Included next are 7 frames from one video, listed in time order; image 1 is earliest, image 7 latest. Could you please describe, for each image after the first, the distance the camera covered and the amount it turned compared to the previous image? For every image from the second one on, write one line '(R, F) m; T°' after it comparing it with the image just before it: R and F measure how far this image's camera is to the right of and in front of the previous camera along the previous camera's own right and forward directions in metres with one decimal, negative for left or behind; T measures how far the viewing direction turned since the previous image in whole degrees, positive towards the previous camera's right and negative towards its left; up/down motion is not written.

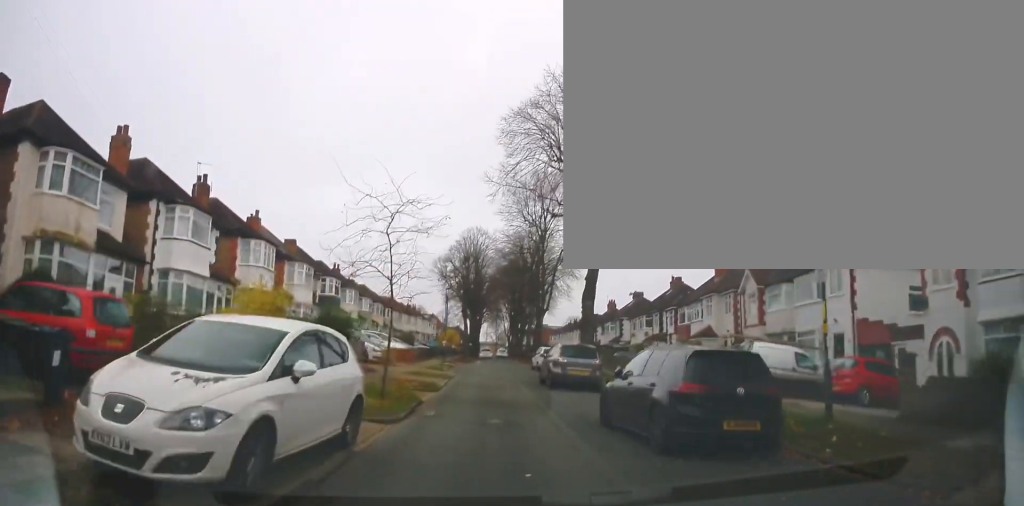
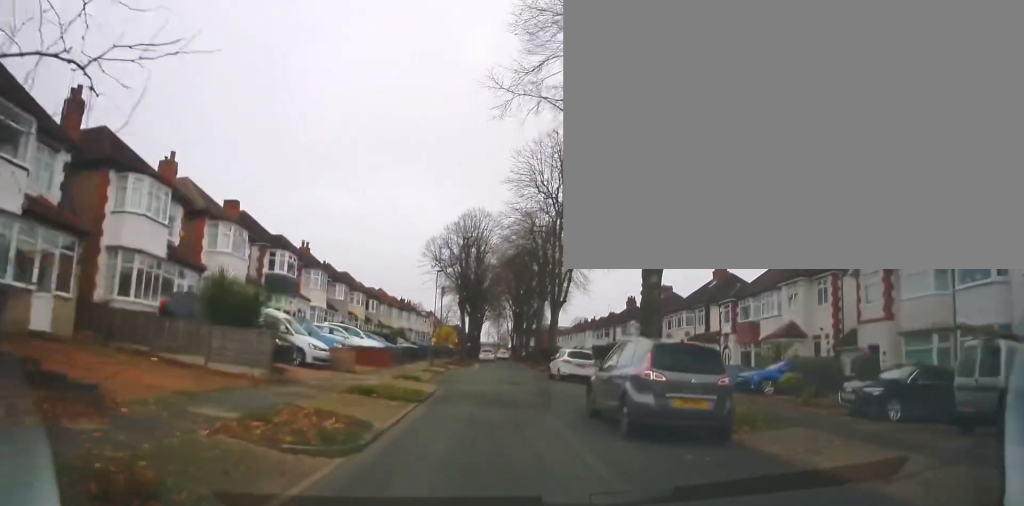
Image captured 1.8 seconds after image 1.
(+1.7, +12.1) m; +8°
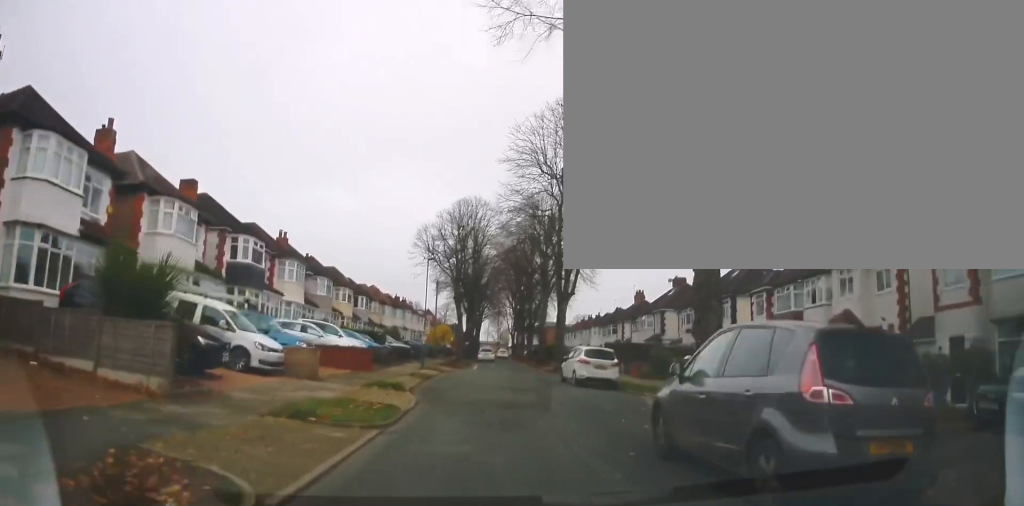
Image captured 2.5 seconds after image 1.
(0.0, +5.3) m; -5°
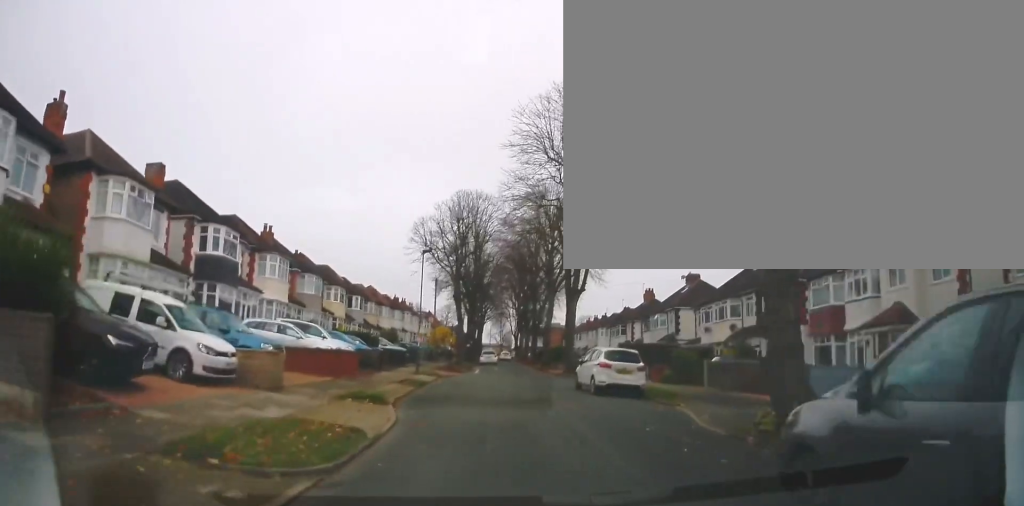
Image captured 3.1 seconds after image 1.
(0.0, +3.6) m; -3°
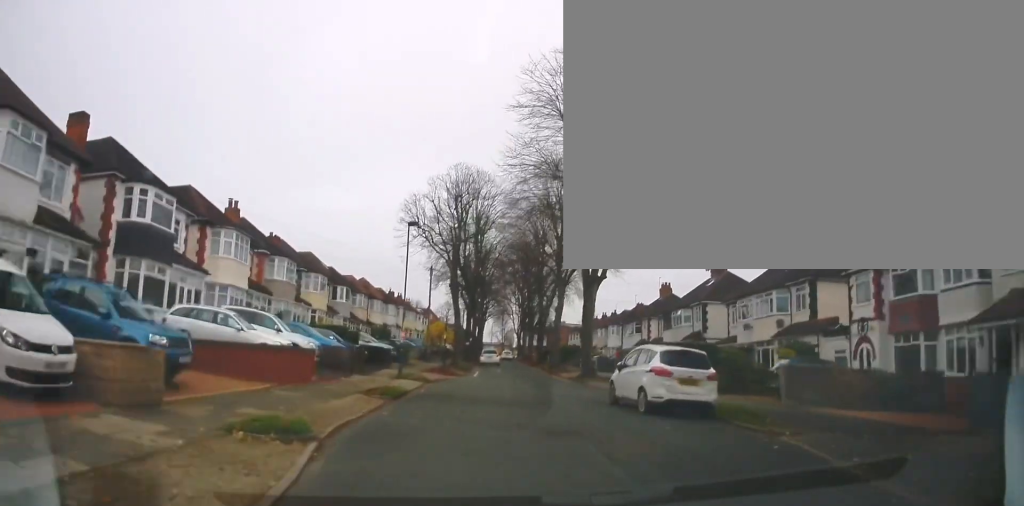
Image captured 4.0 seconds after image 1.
(-0.8, +6.4) m; 0°
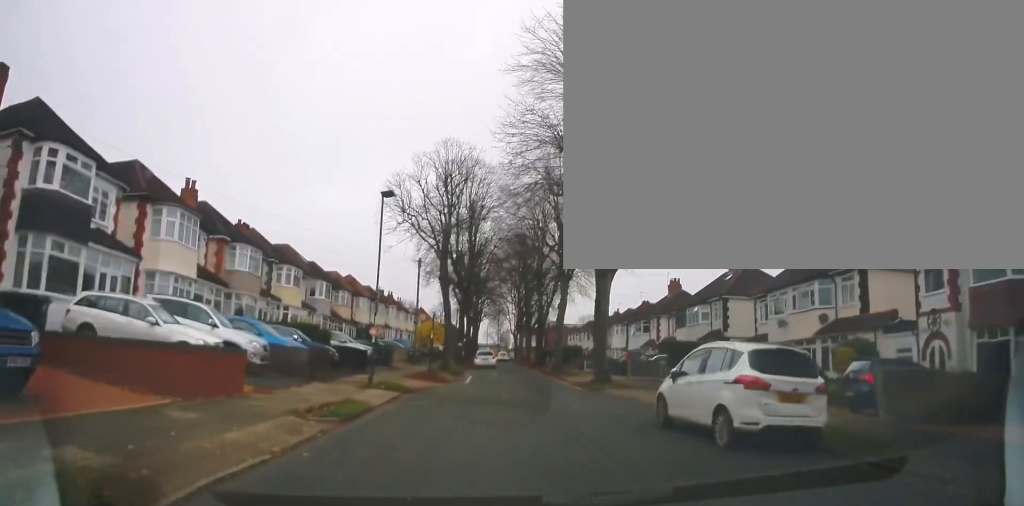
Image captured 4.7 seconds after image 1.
(+0.8, +5.0) m; +3°
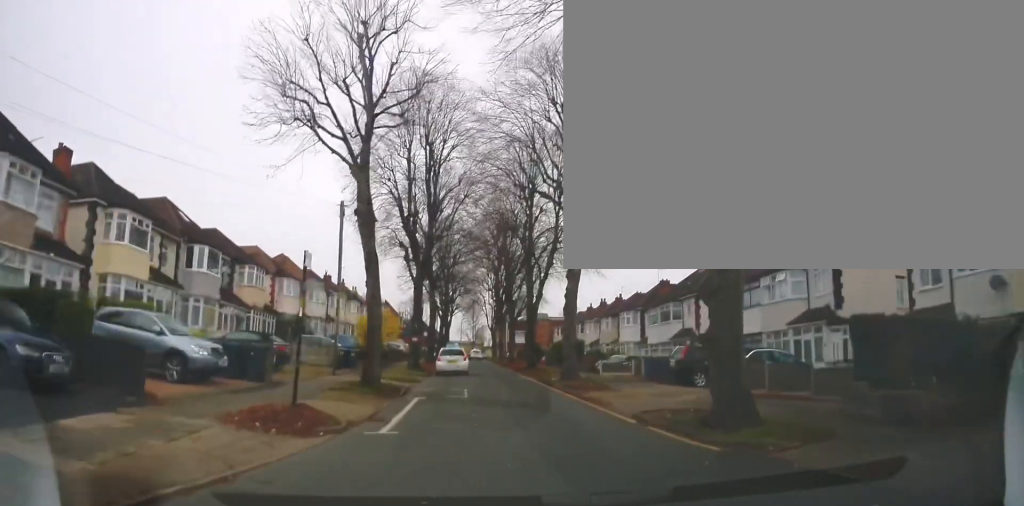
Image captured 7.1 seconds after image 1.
(-0.6, +16.6) m; +2°
